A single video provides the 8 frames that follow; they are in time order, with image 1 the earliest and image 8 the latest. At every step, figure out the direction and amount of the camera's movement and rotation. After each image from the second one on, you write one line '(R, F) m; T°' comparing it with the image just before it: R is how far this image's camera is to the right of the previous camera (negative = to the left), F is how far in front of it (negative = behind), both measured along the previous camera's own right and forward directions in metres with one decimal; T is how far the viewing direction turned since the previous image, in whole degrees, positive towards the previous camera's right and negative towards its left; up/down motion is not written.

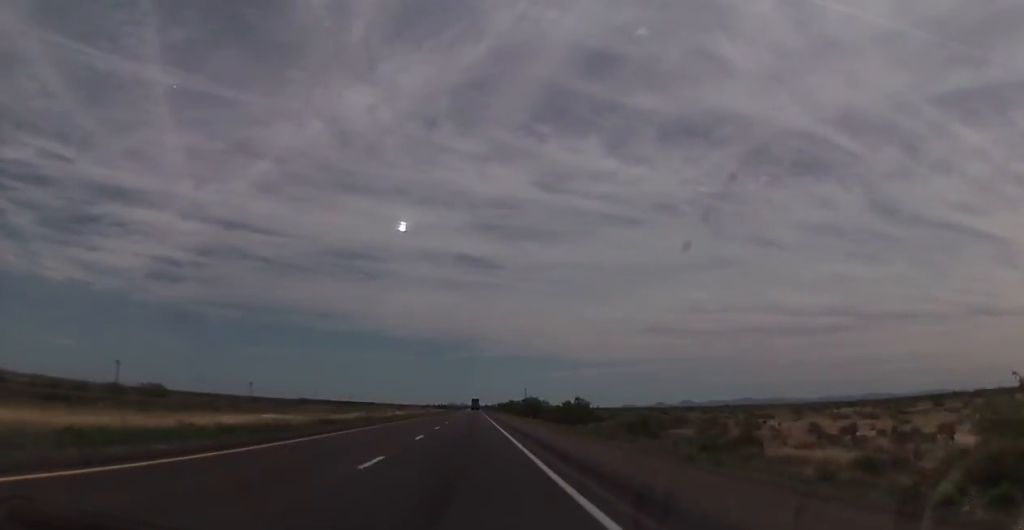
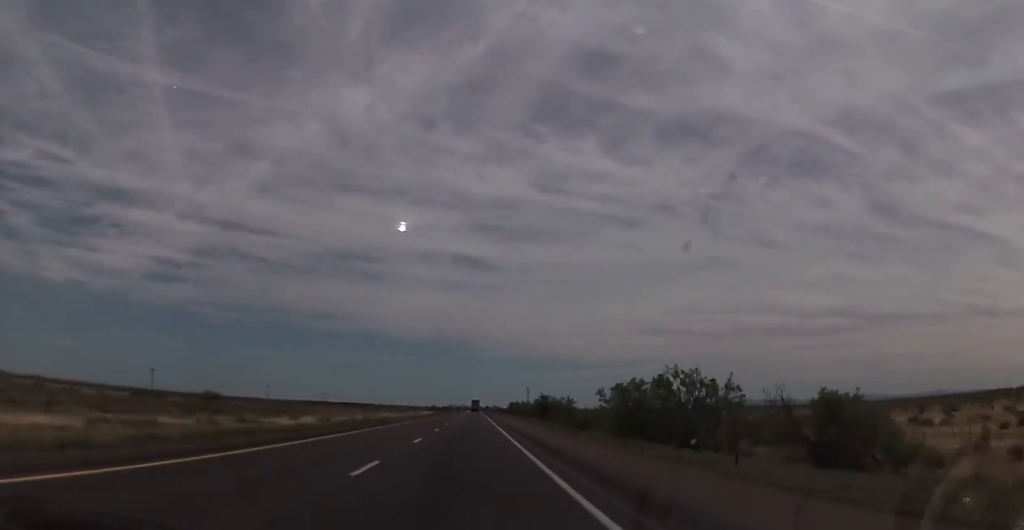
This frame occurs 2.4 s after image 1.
(-0.3, +80.3) m; -1°
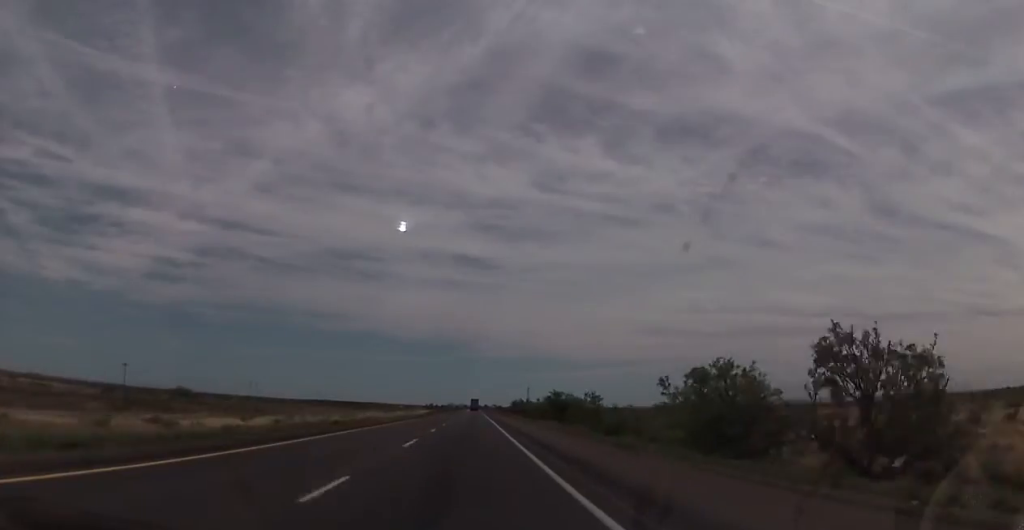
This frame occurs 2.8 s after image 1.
(-0.1, +15.5) m; 0°
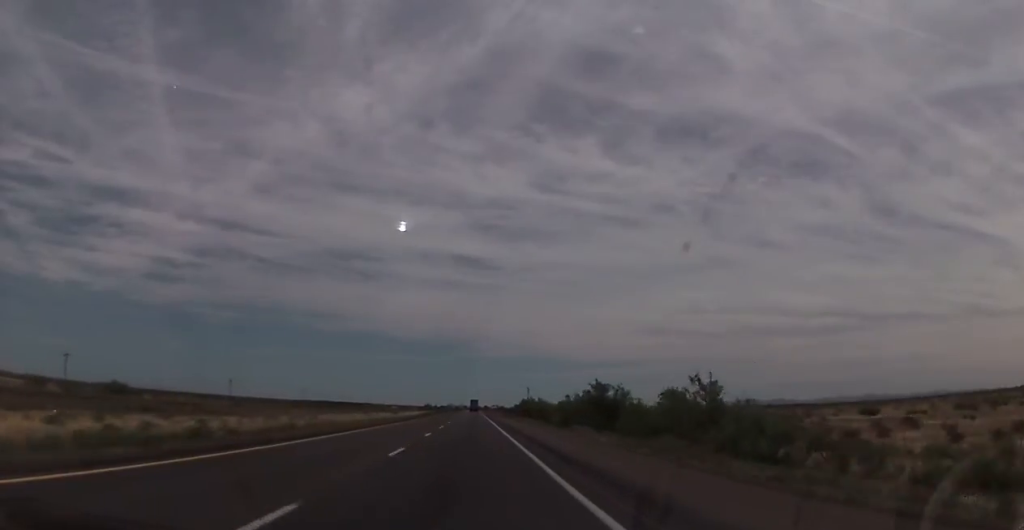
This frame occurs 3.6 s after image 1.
(0.0, +28.0) m; 0°
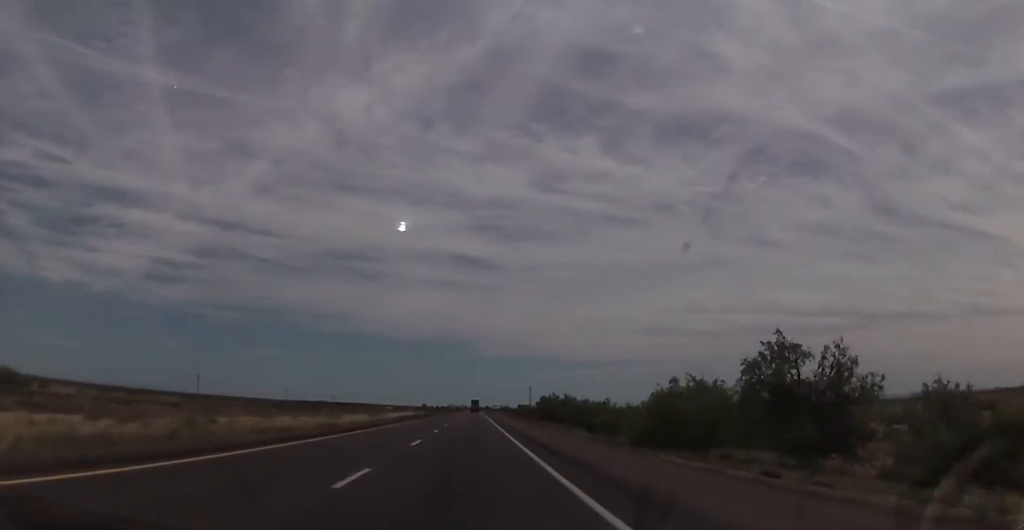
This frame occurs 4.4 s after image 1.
(+0.1, +32.4) m; 0°
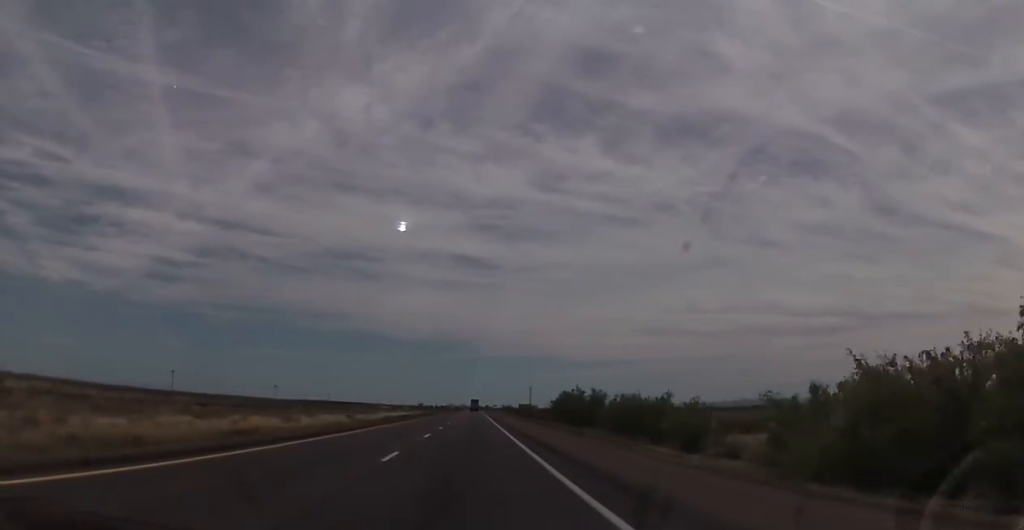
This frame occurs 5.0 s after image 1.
(0.0, +20.3) m; 0°
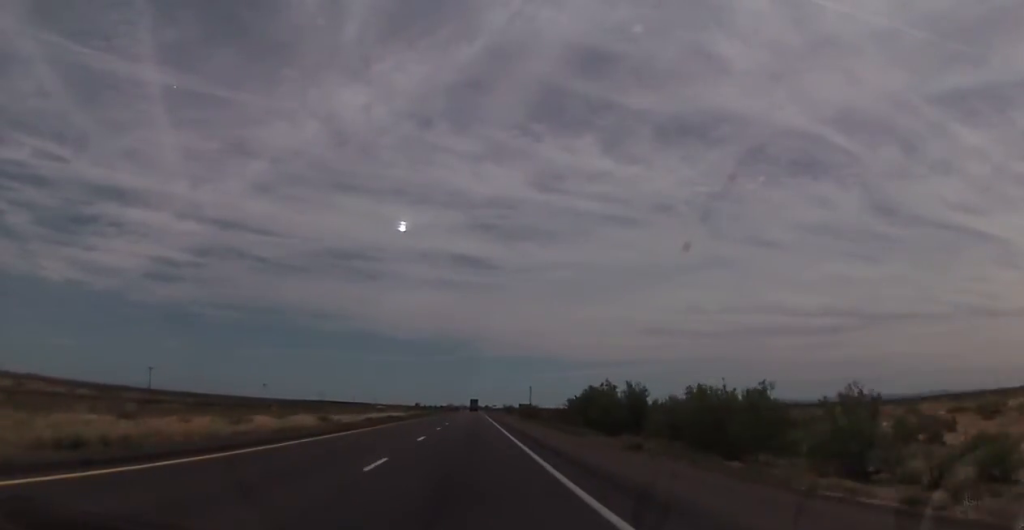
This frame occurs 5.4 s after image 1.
(0.0, +15.7) m; 0°
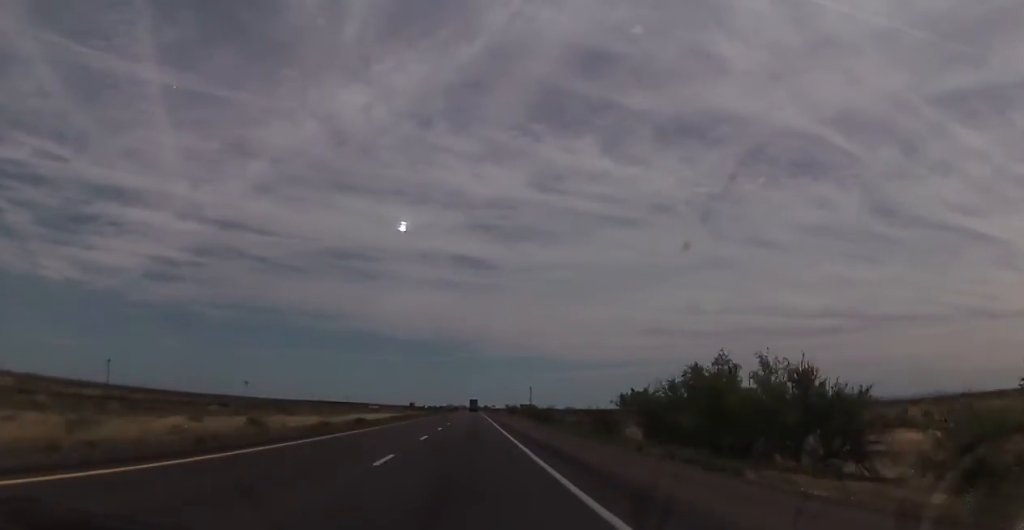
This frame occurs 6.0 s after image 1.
(0.0, +25.3) m; 0°
